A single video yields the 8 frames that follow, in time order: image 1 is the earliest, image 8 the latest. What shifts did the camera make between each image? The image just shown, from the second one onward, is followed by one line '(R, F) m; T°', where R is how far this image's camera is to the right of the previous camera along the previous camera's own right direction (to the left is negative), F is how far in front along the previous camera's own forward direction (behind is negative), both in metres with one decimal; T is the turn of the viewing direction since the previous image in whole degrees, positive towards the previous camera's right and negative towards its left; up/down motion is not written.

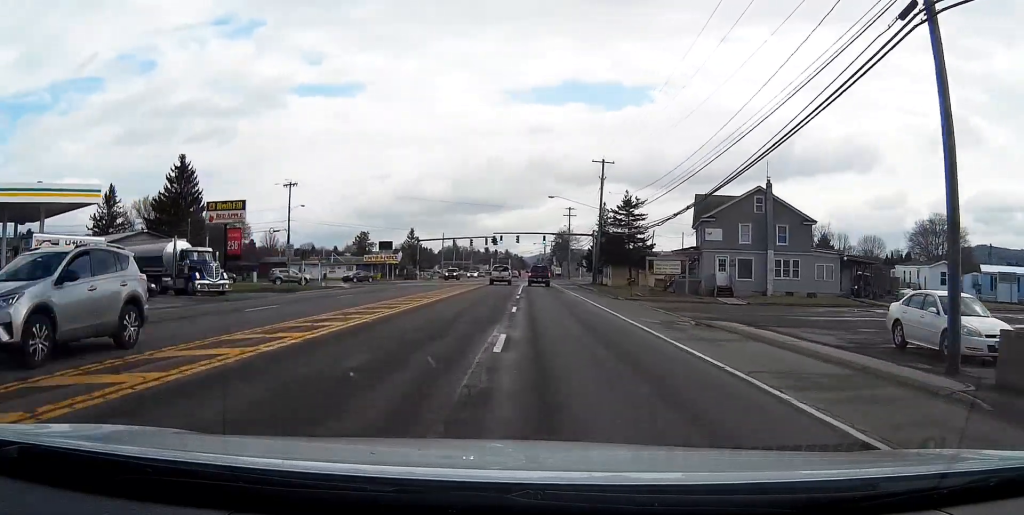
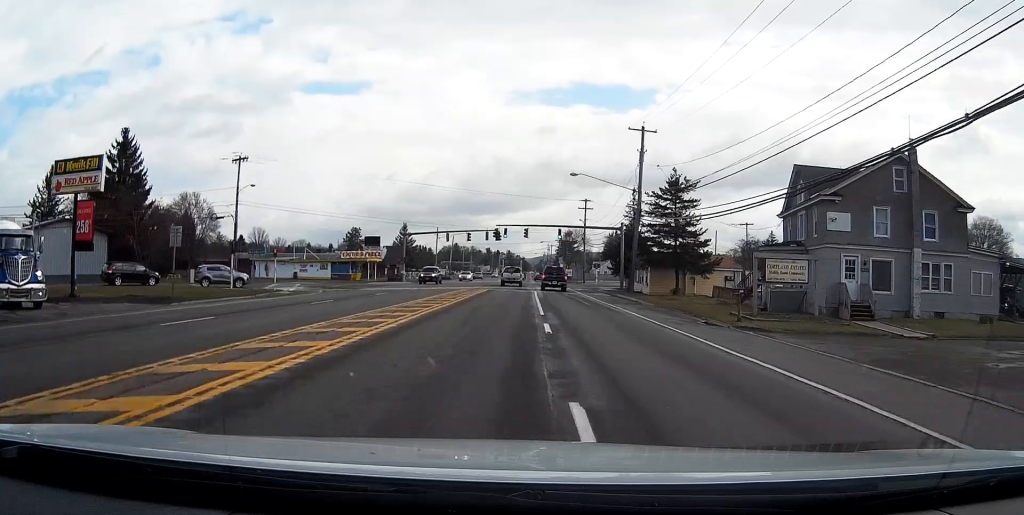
(-0.1, +19.9) m; -1°
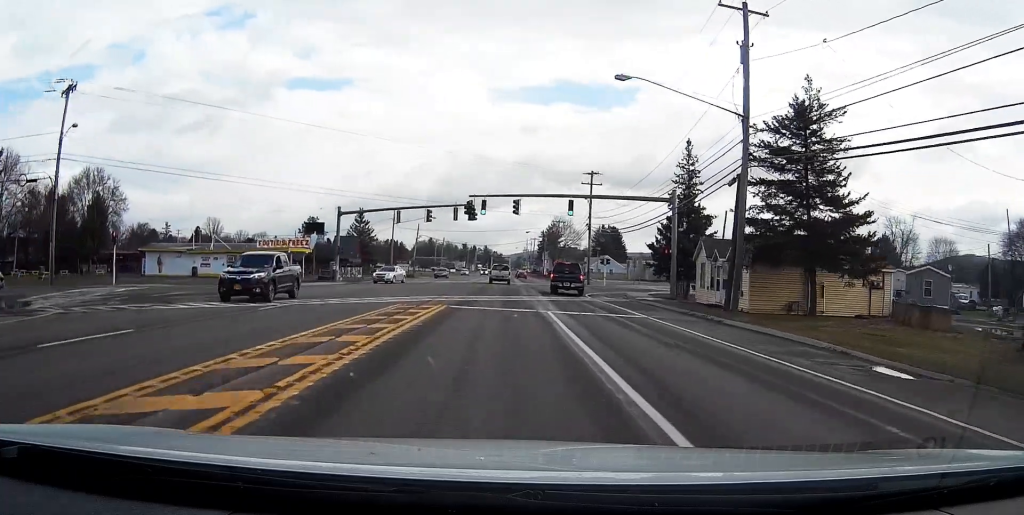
(+0.2, +29.7) m; +1°
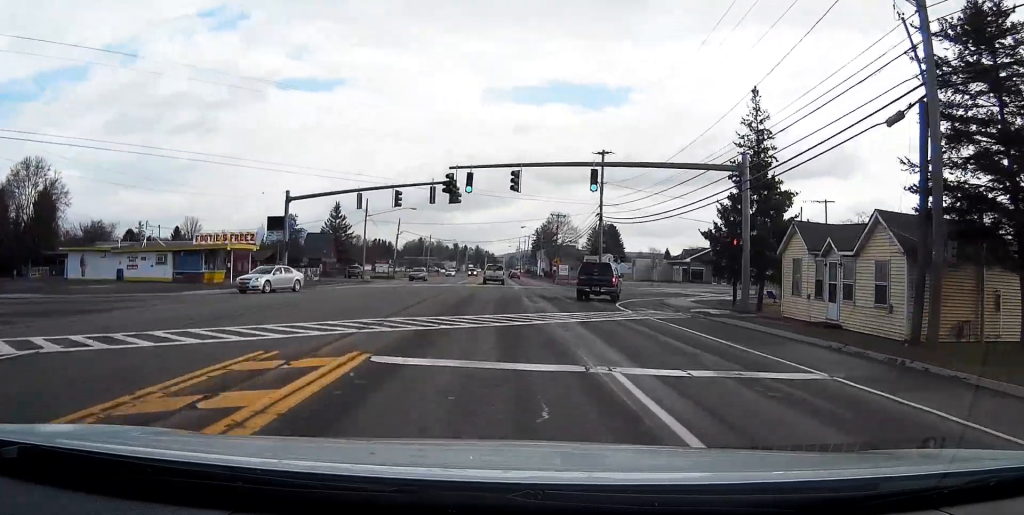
(+0.1, +15.0) m; +1°
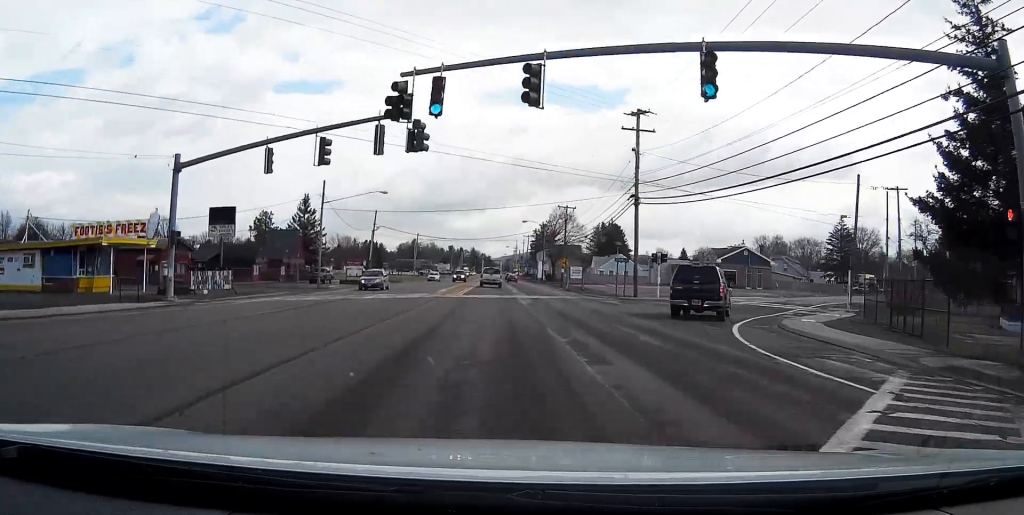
(+0.1, +18.6) m; 0°
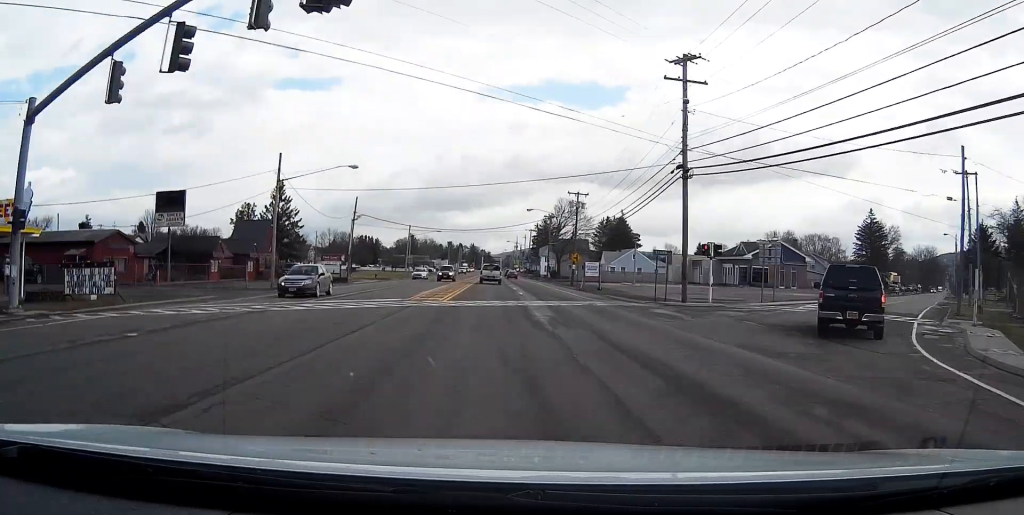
(0.0, +13.2) m; 0°
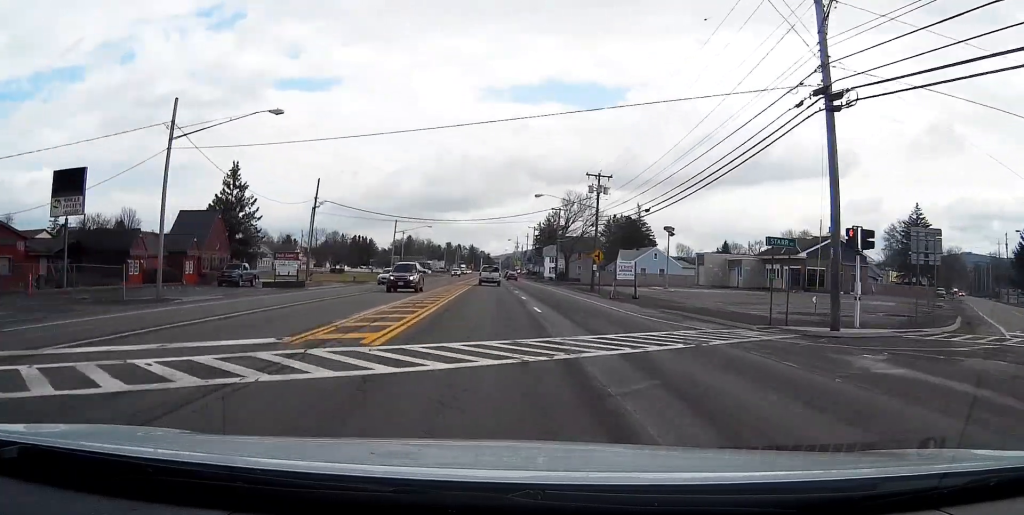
(0.0, +17.5) m; 0°
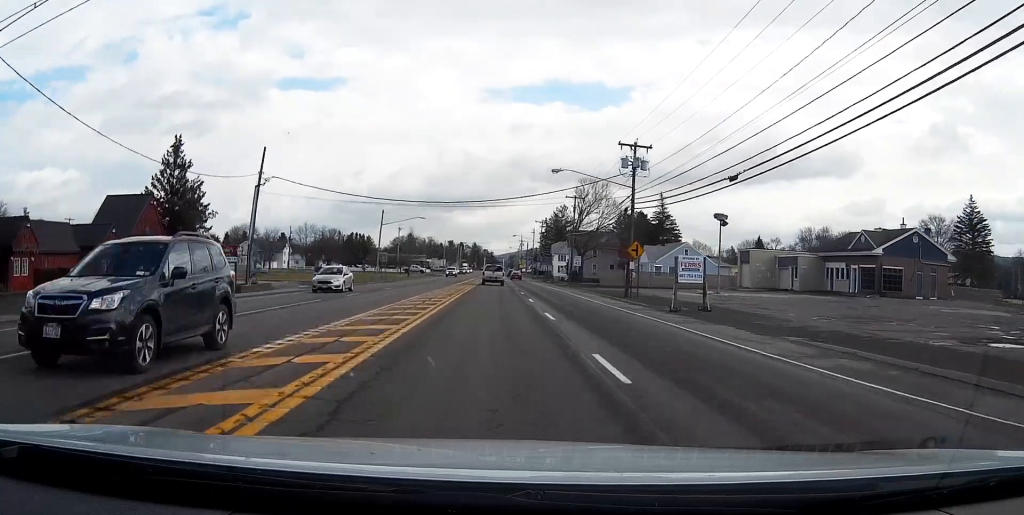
(0.0, +16.2) m; 0°
